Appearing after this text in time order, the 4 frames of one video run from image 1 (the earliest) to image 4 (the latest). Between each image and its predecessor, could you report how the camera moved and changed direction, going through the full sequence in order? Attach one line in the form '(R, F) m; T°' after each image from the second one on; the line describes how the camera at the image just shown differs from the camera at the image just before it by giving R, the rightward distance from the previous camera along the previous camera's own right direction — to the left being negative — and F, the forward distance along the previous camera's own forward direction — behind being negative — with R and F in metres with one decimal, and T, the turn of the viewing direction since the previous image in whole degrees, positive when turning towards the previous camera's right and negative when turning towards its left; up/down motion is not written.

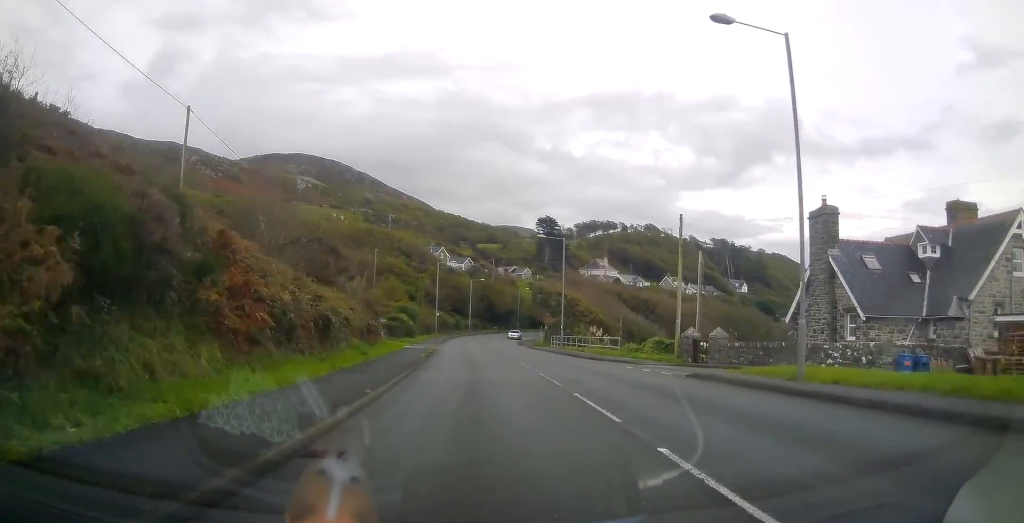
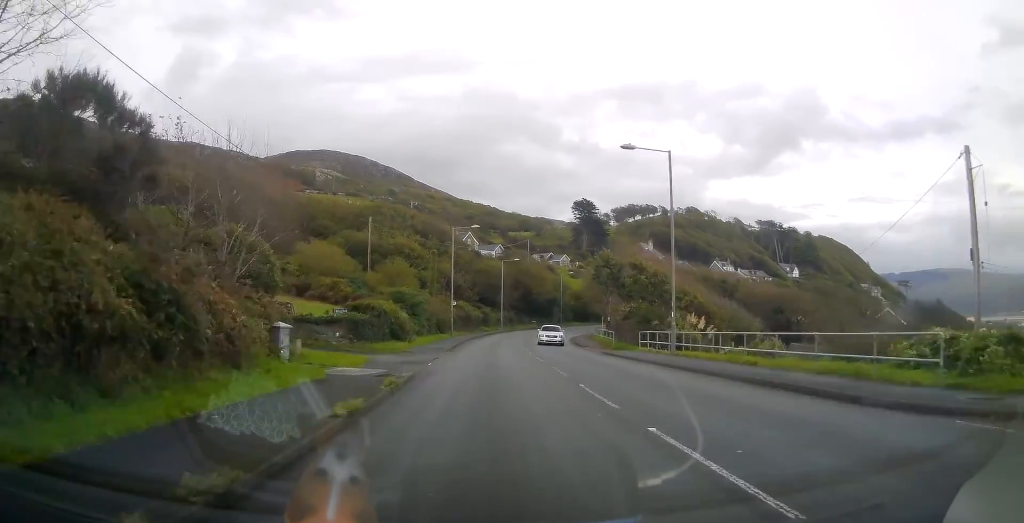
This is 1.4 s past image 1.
(-0.4, +22.3) m; -2°
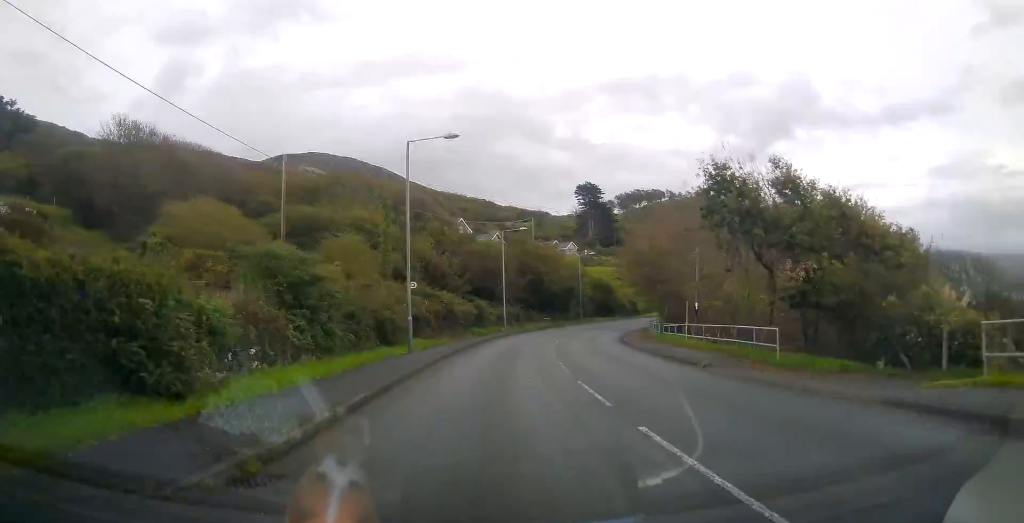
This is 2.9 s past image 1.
(-0.6, +23.9) m; -1°
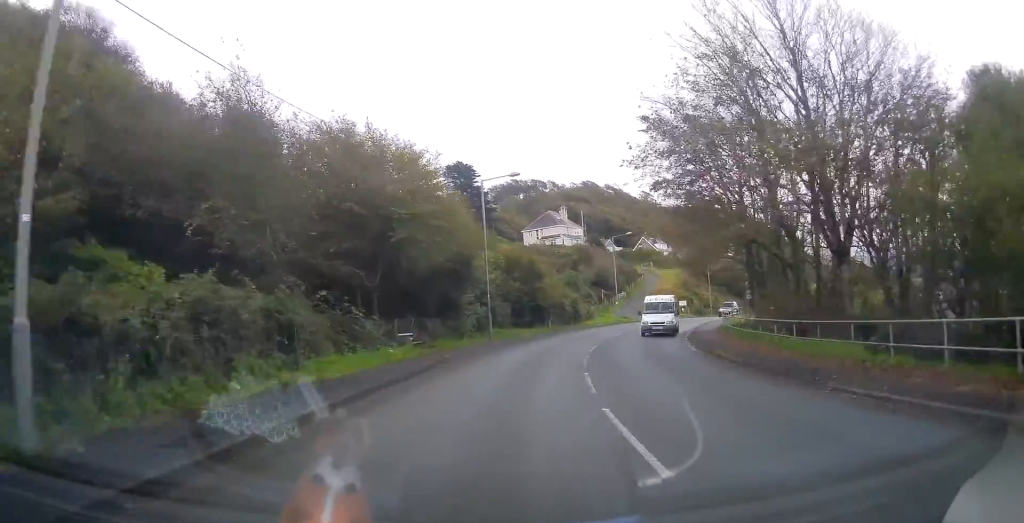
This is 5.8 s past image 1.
(+3.8, +46.3) m; +13°
